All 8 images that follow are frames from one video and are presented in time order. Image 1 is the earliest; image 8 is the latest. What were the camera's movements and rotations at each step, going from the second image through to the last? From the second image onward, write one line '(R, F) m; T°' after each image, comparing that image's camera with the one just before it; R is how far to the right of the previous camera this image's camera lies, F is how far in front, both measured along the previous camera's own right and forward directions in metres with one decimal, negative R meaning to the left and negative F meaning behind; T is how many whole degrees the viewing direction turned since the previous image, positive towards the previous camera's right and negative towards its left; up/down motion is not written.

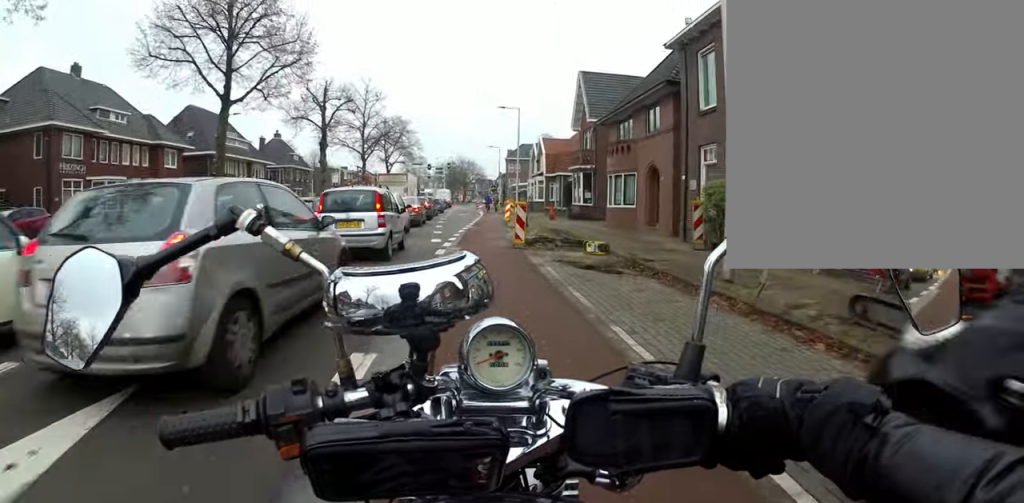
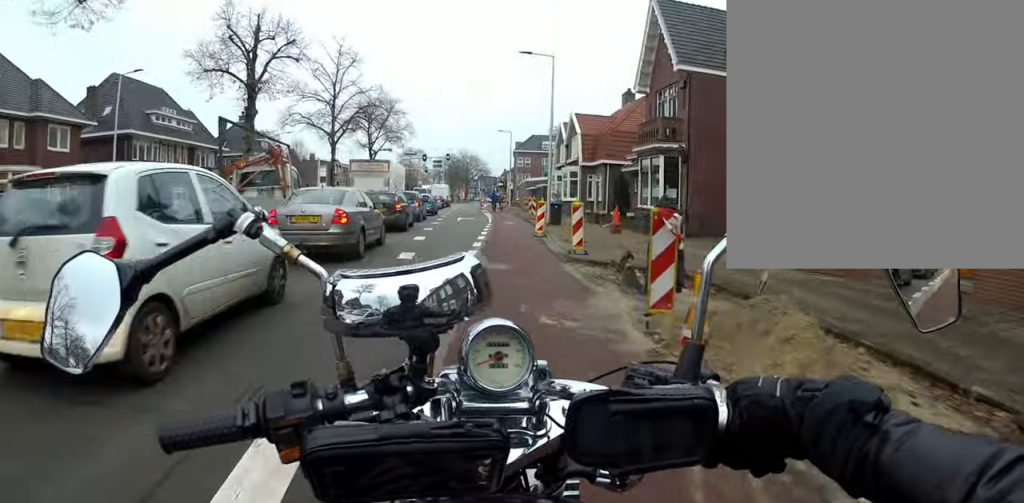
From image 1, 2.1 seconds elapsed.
(-2.1, +12.5) m; -10°
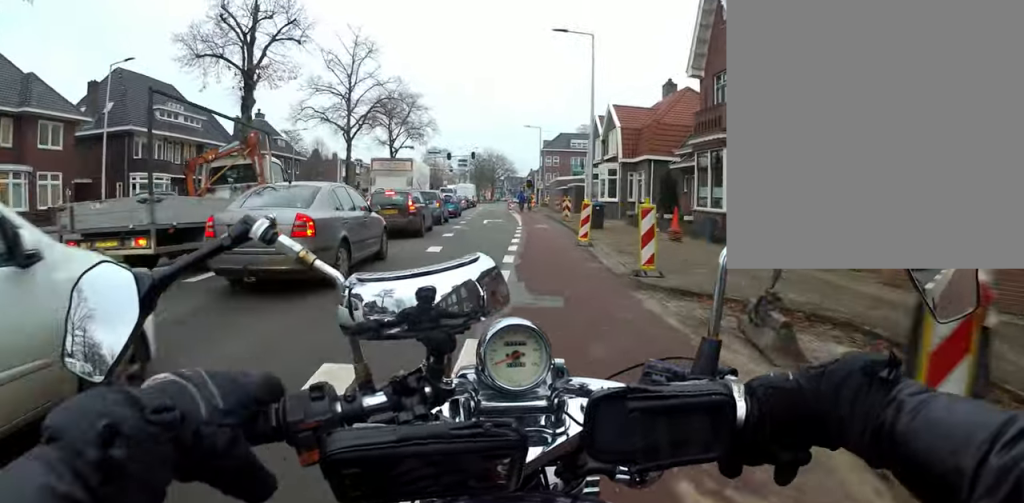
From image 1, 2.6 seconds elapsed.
(+0.4, +2.9) m; +5°
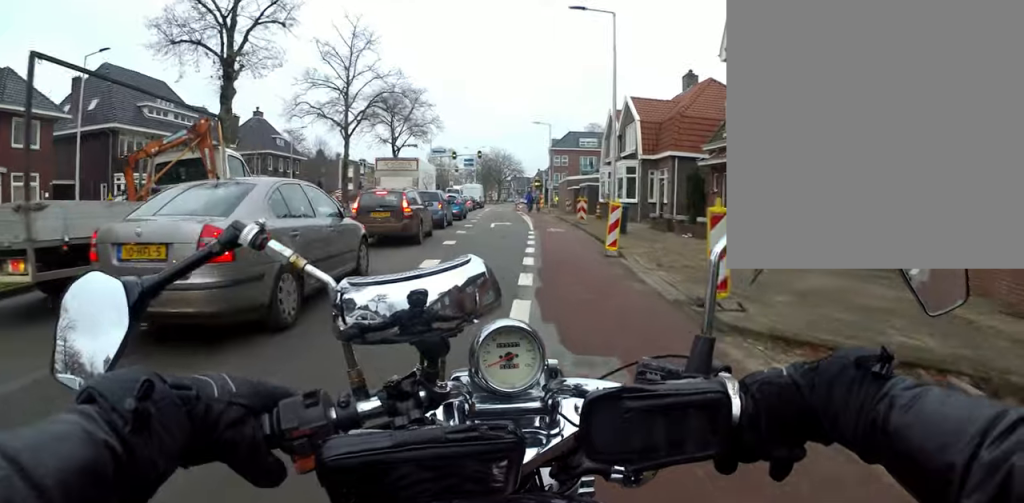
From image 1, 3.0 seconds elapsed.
(+0.1, +2.3) m; +1°
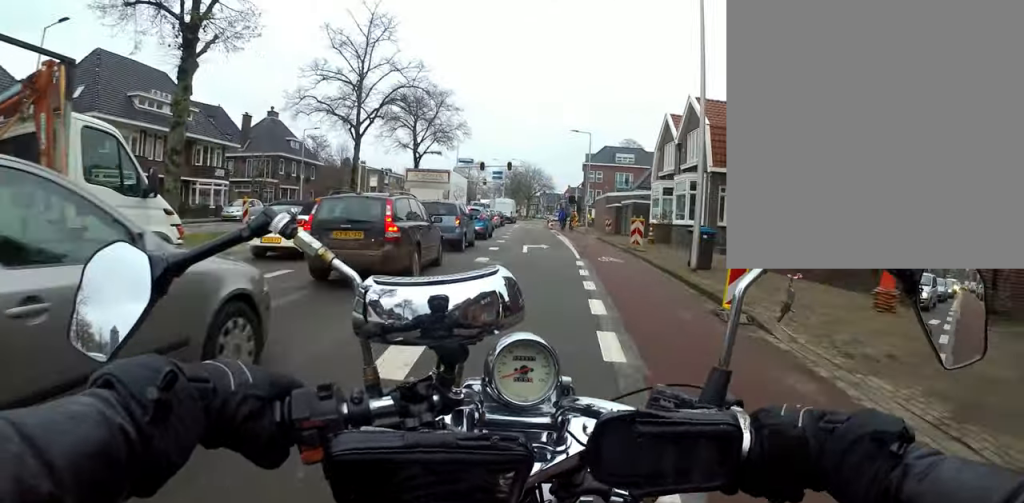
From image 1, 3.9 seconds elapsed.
(+0.2, +4.9) m; -10°
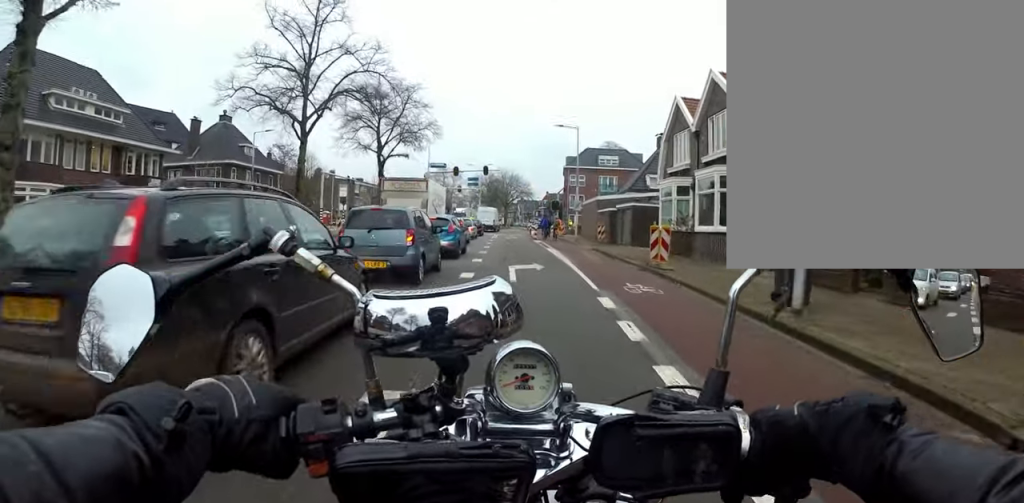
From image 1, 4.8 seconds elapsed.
(-1.1, +5.0) m; 0°
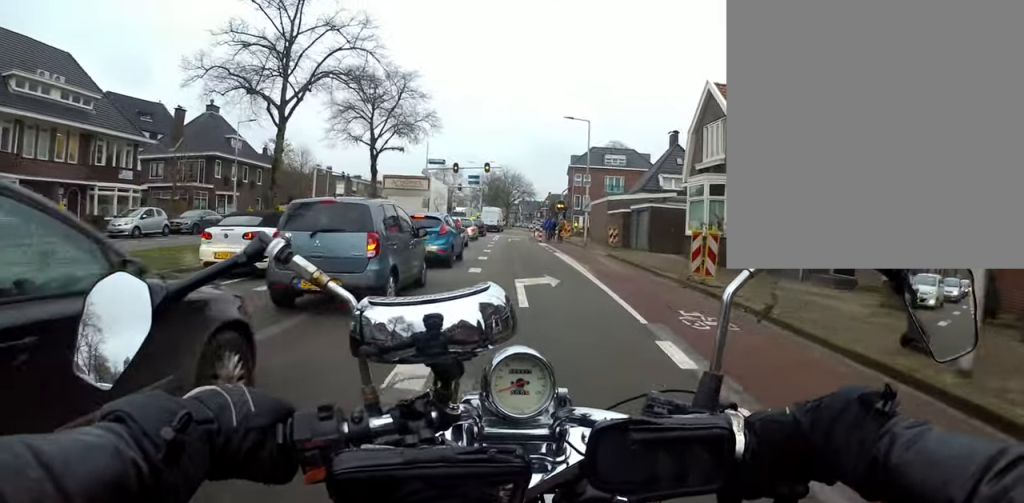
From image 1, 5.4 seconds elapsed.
(+0.5, +2.8) m; +7°
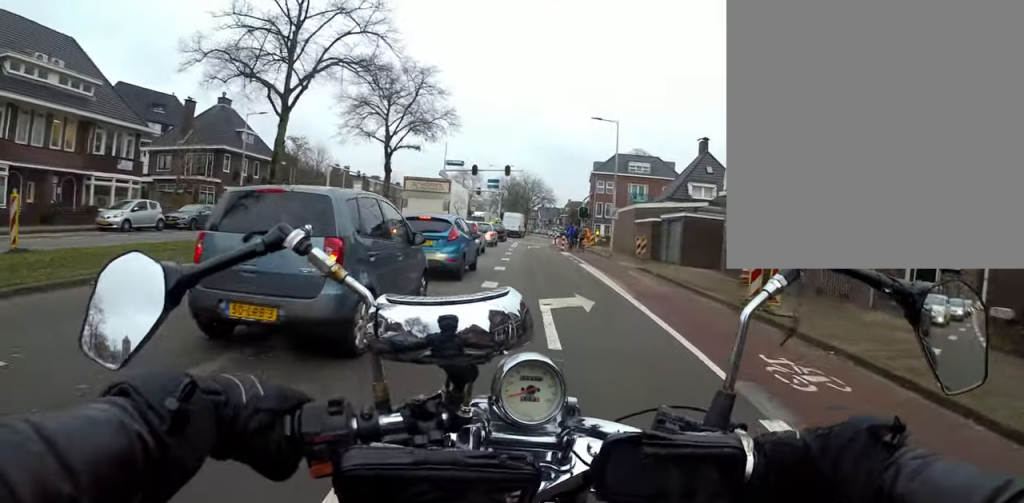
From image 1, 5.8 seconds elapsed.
(+0.2, +2.0) m; +6°
